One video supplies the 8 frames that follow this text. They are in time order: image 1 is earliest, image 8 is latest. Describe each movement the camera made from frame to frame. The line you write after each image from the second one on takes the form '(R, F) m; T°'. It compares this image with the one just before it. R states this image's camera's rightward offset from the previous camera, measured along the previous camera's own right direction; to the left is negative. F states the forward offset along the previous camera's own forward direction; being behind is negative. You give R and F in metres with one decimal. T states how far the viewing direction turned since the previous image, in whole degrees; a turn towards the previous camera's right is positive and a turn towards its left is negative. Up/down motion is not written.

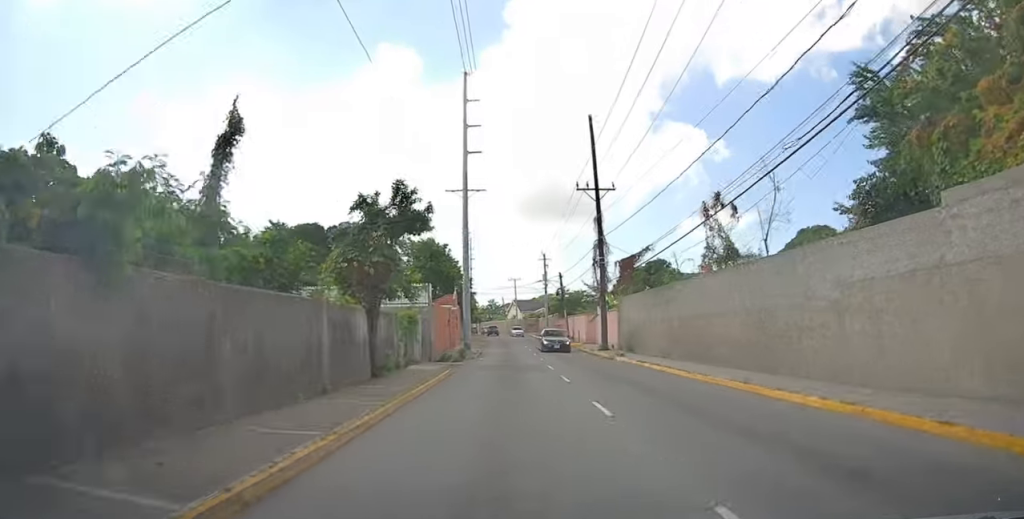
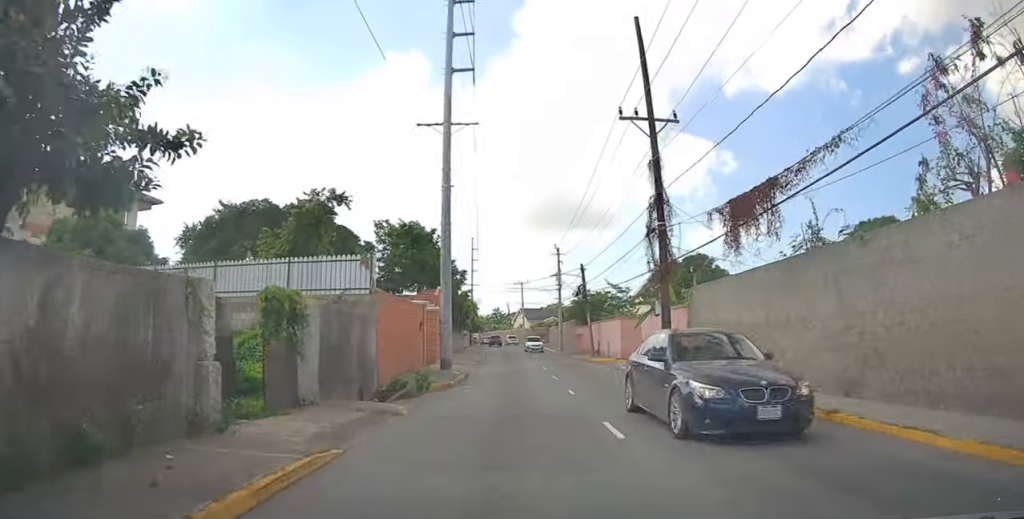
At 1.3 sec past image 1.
(-0.5, +13.6) m; -2°
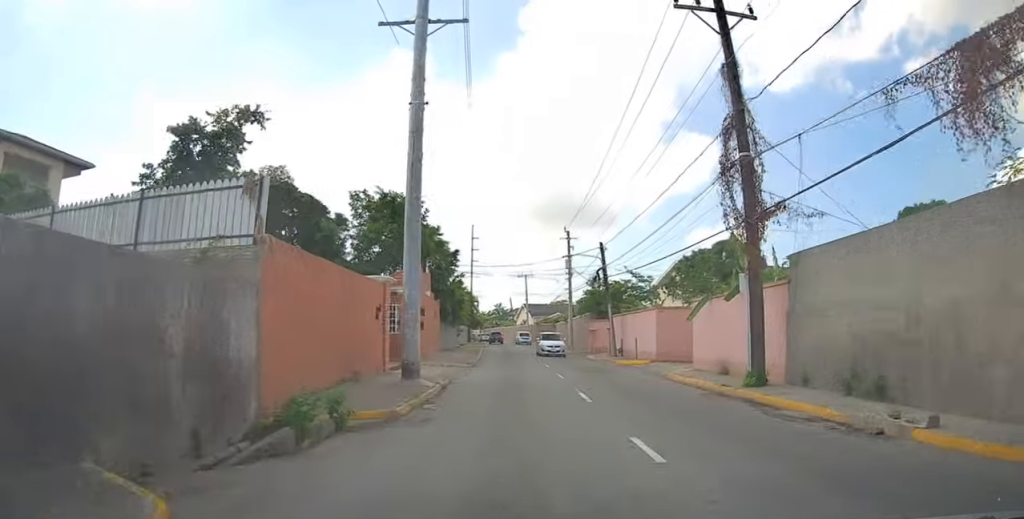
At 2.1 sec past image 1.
(0.0, +8.1) m; 0°
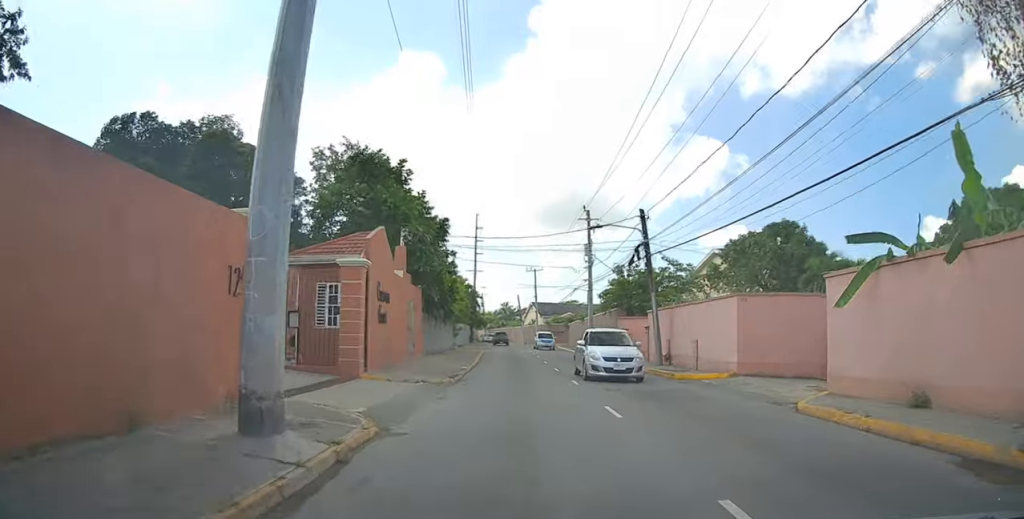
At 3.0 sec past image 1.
(0.0, +9.1) m; 0°
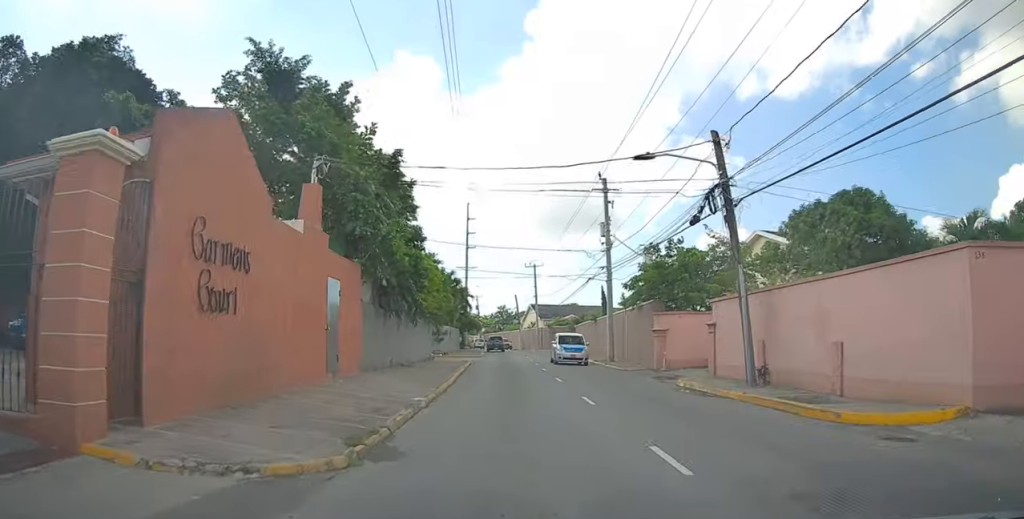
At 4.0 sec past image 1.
(0.0, +9.8) m; 0°
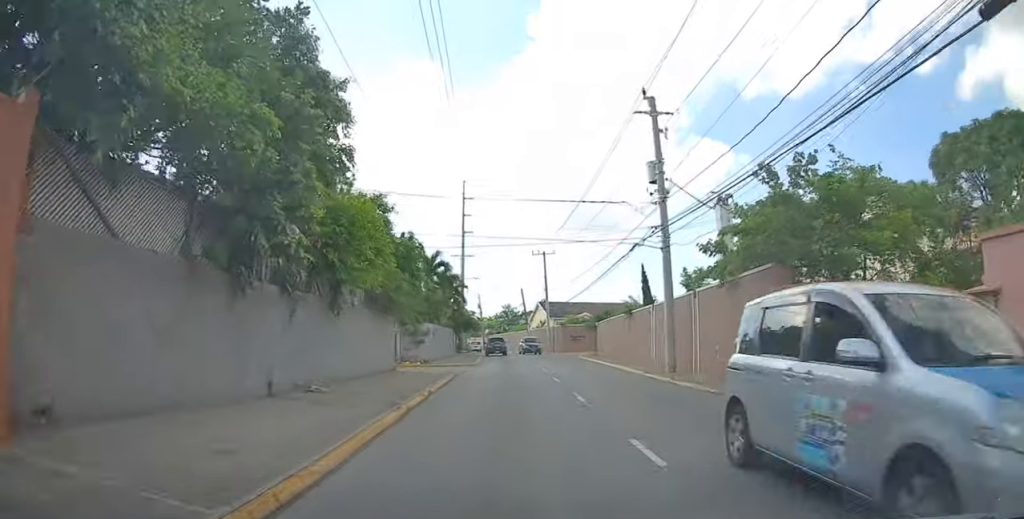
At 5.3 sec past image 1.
(-0.2, +11.7) m; -3°
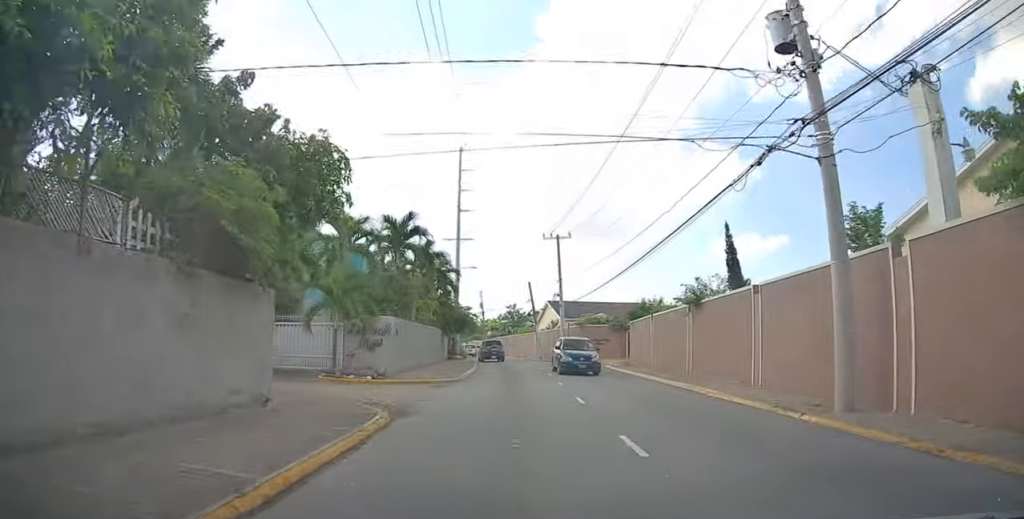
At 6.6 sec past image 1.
(-0.1, +11.0) m; +2°
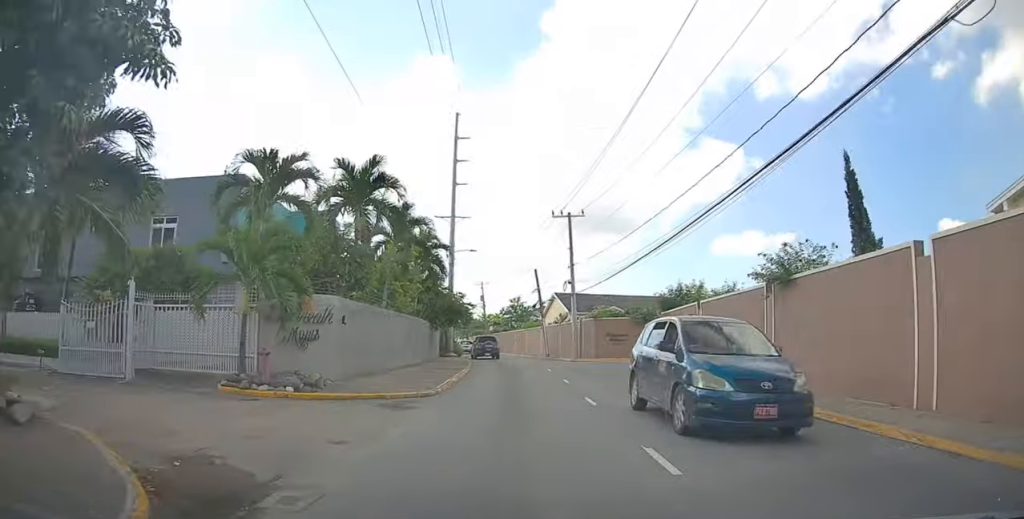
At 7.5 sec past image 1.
(+0.1, +6.9) m; +1°
